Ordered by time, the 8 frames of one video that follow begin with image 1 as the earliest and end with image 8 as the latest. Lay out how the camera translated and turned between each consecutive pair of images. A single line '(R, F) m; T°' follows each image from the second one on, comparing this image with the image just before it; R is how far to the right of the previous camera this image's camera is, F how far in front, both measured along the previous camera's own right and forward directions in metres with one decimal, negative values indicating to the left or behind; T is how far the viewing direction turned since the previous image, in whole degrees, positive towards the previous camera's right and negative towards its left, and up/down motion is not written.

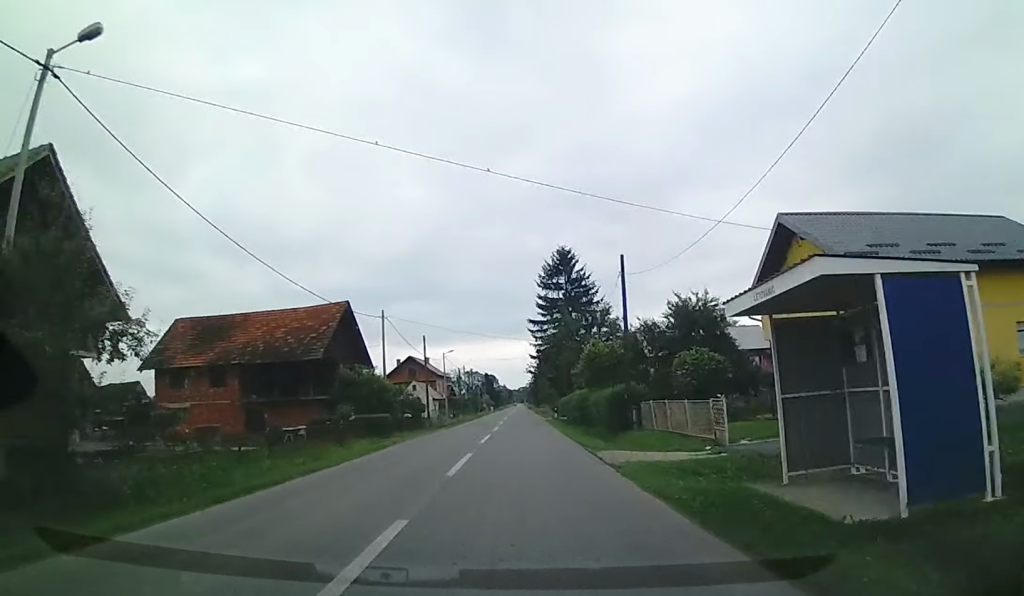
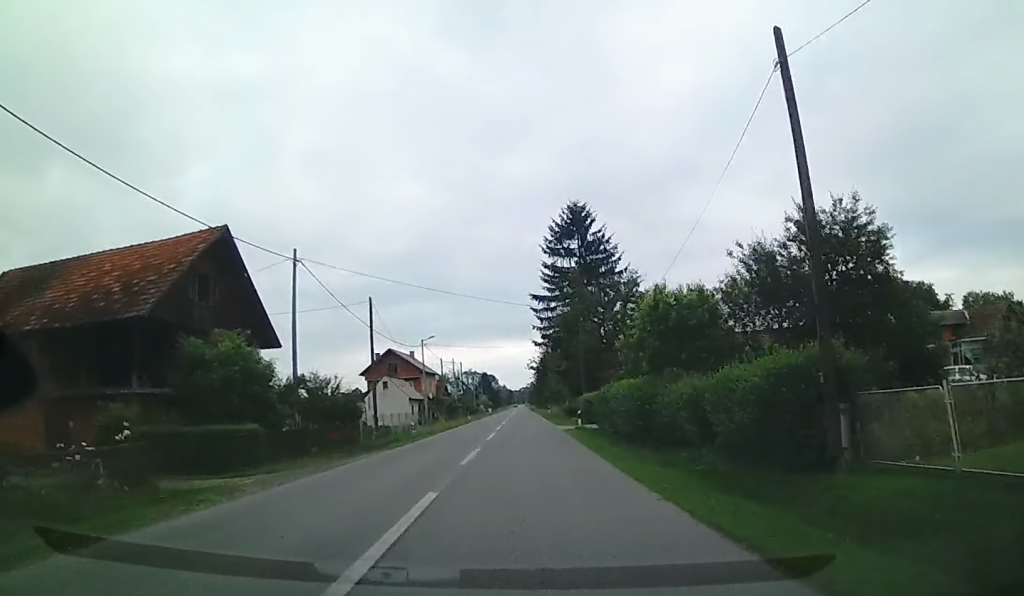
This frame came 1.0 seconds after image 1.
(0.0, +18.6) m; +1°
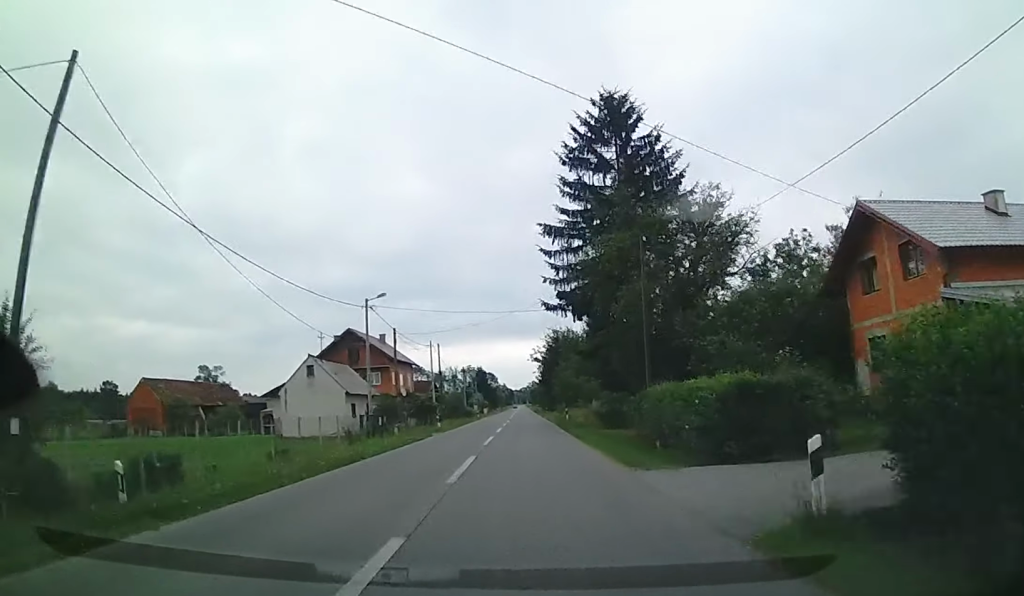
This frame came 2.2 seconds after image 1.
(+0.3, +24.1) m; +1°
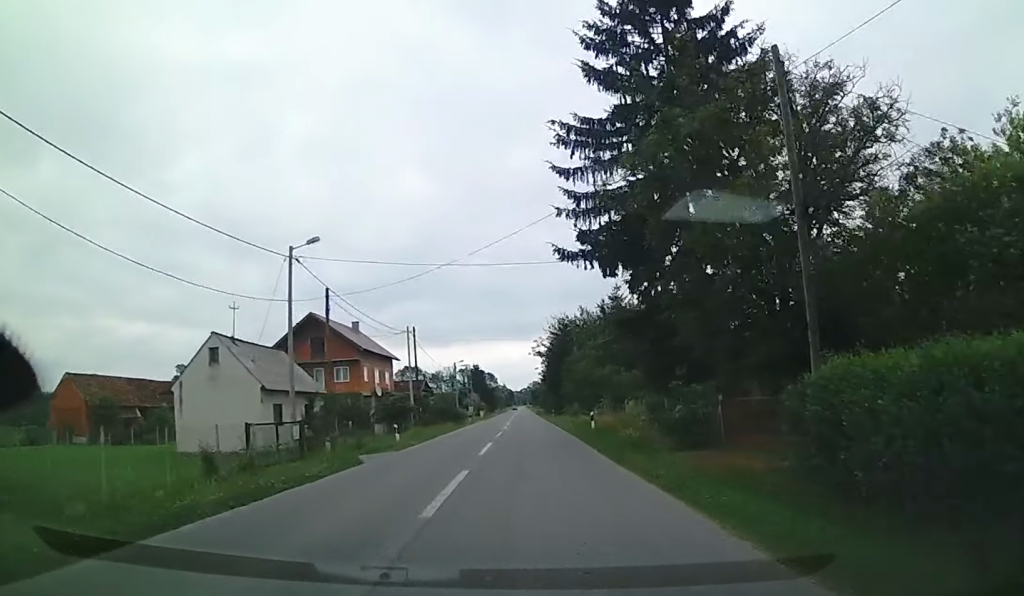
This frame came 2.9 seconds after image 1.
(0.0, +13.9) m; -1°
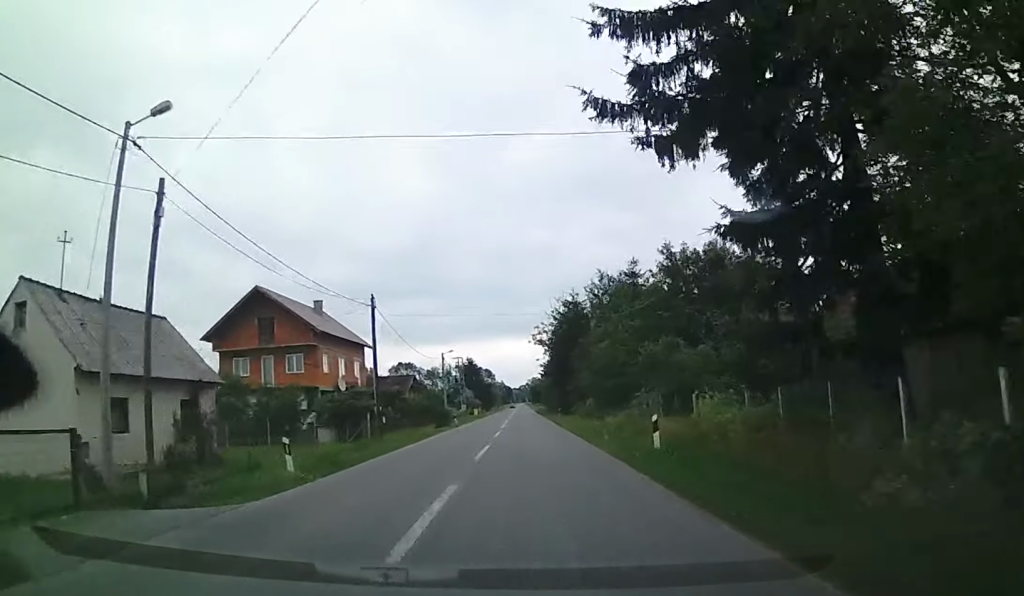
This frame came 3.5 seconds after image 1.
(-0.1, +12.7) m; 0°
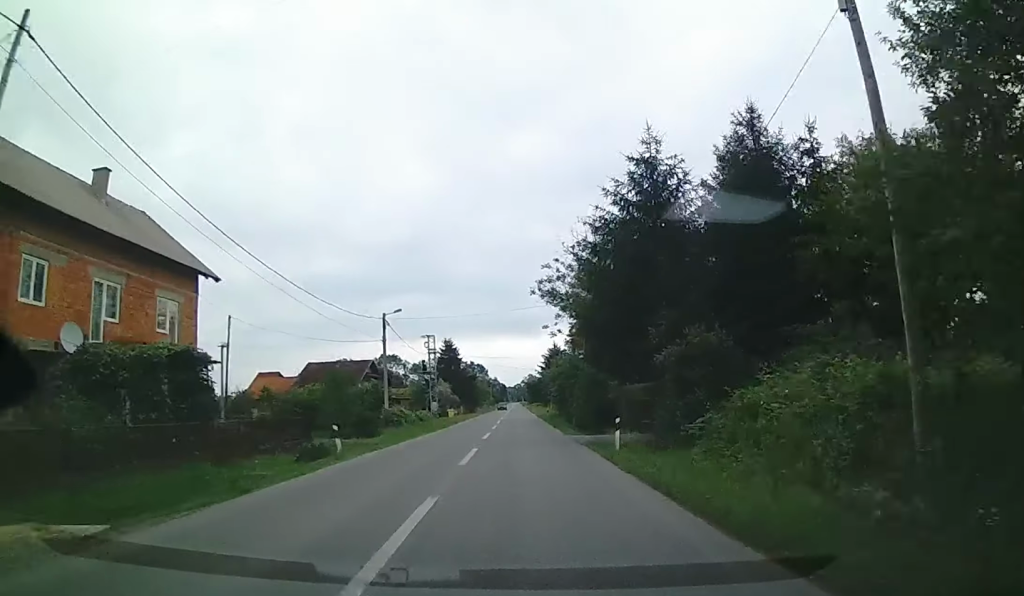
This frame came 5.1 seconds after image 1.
(+0.2, +32.3) m; +1°
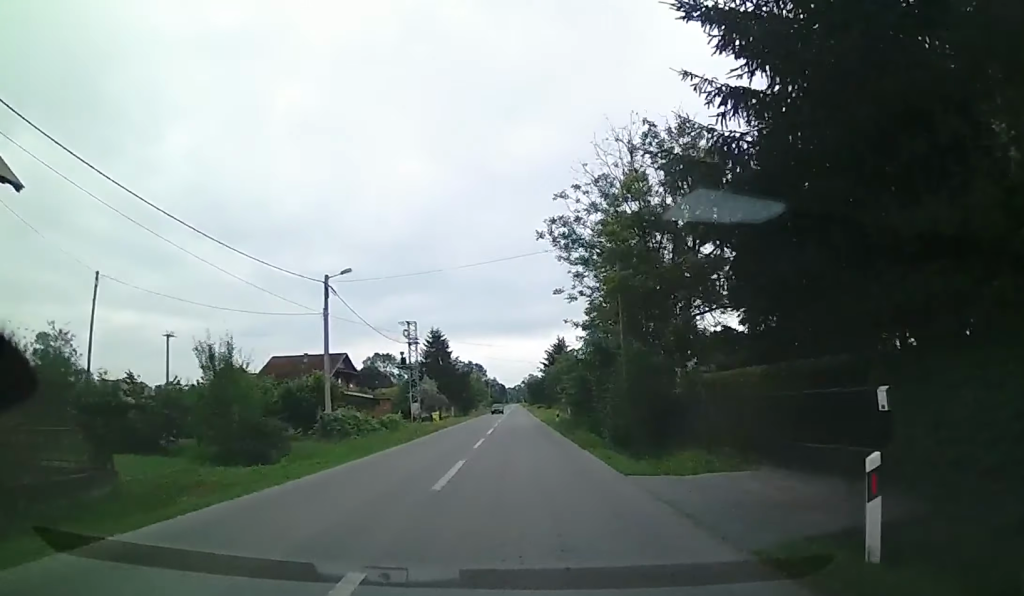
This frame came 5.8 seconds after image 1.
(-0.1, +14.4) m; +1°
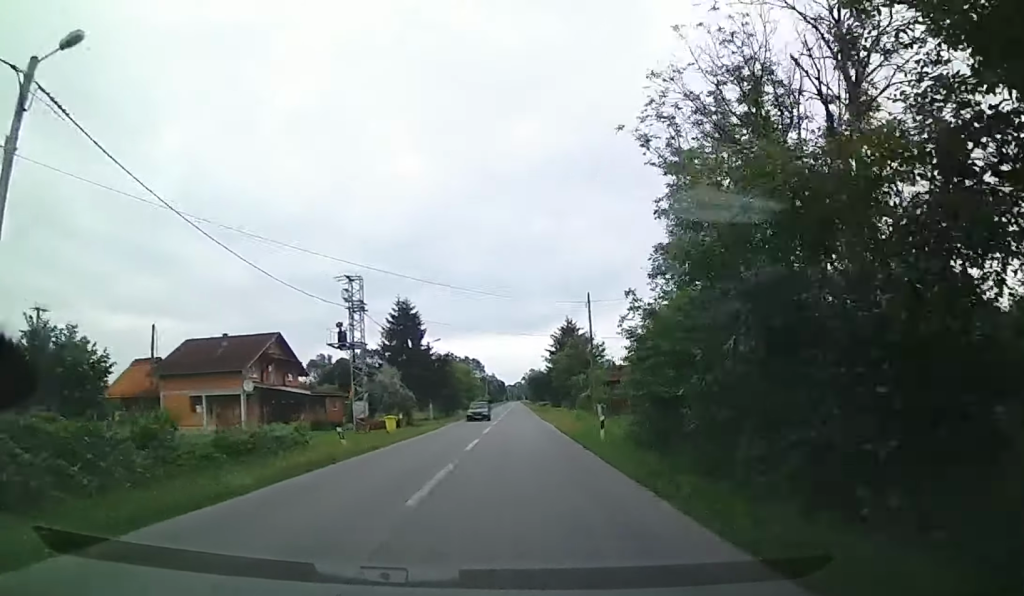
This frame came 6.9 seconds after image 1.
(+0.3, +22.5) m; 0°
